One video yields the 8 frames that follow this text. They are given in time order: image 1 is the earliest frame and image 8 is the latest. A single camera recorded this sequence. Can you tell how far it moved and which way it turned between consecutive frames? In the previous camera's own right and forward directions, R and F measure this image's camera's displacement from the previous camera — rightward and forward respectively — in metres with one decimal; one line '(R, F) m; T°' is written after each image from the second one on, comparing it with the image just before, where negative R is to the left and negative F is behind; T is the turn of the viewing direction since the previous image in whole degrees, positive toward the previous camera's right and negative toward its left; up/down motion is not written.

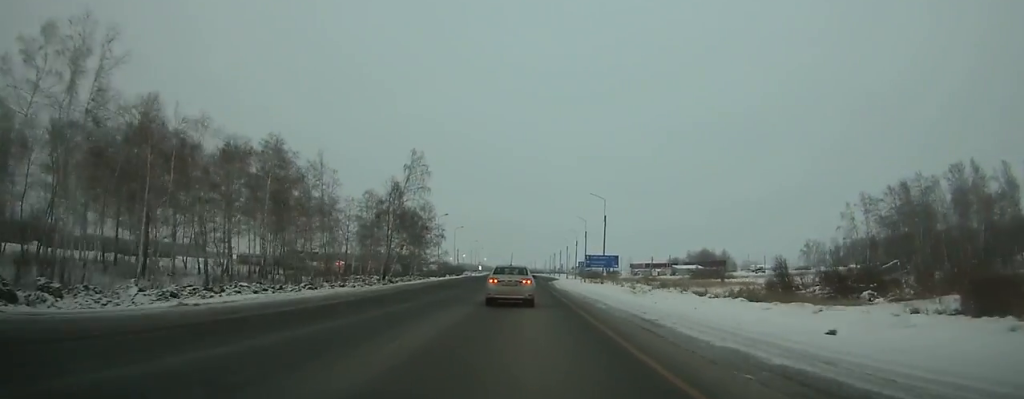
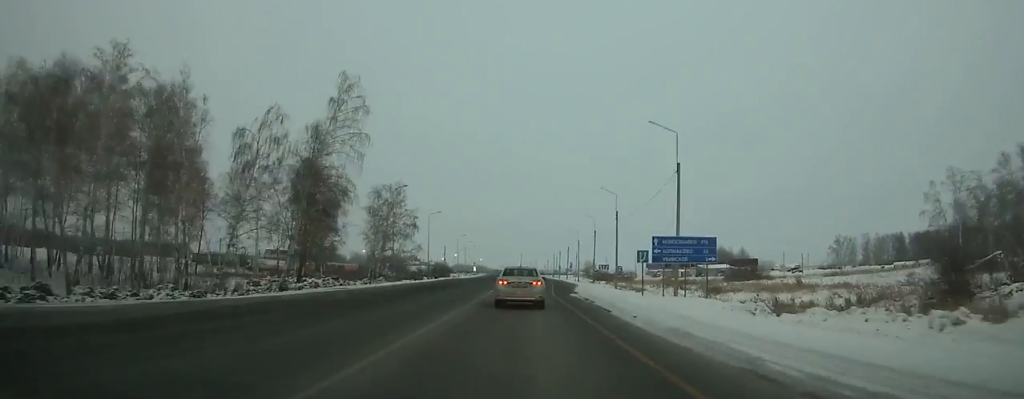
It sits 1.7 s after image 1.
(0.0, +35.8) m; 0°
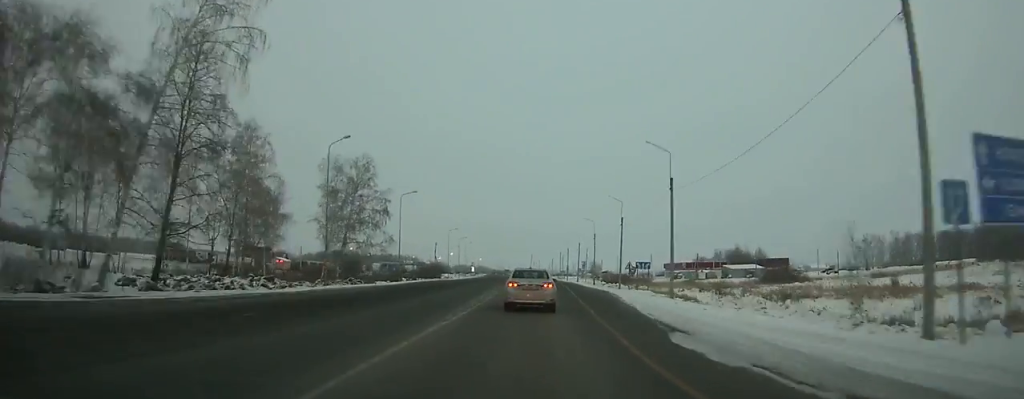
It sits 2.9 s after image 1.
(-0.1, +24.0) m; 0°
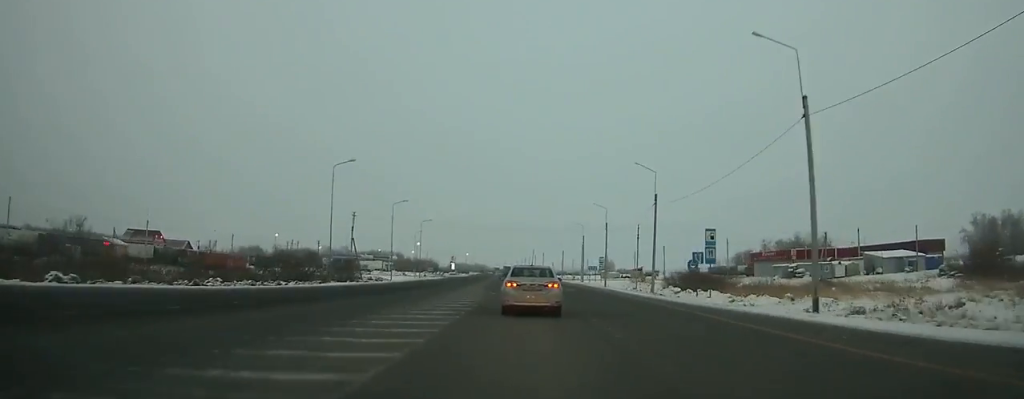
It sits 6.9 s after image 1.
(-0.2, +77.5) m; -1°
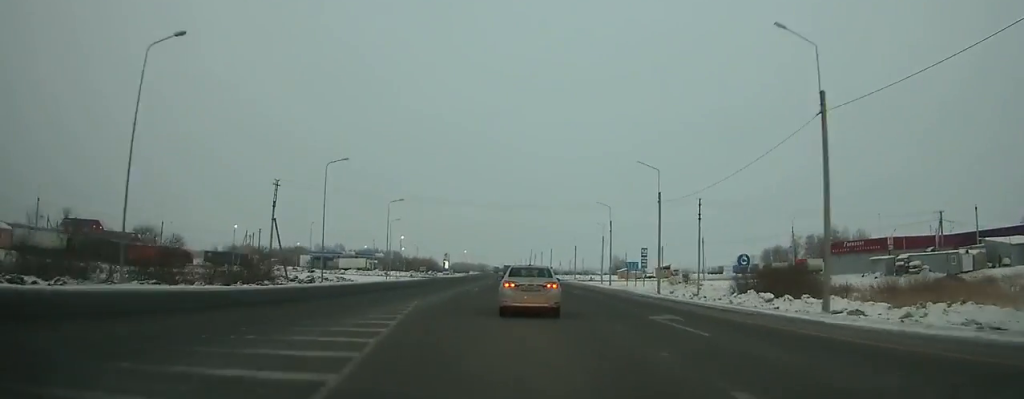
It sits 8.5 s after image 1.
(-0.2, +29.5) m; -1°
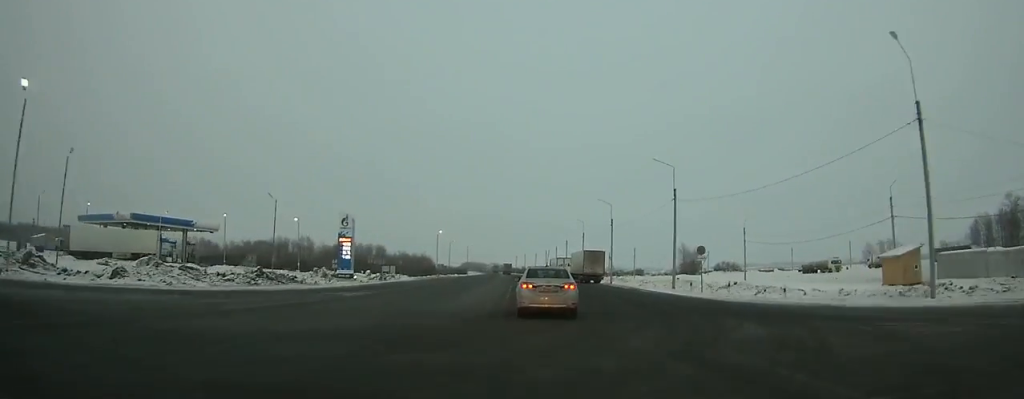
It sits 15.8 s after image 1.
(-1.6, +126.7) m; -1°
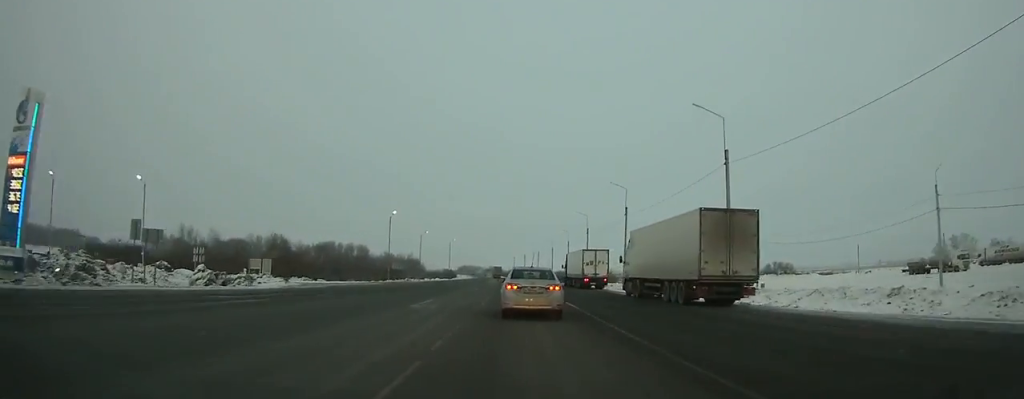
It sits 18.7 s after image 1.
(-0.1, +48.2) m; -1°
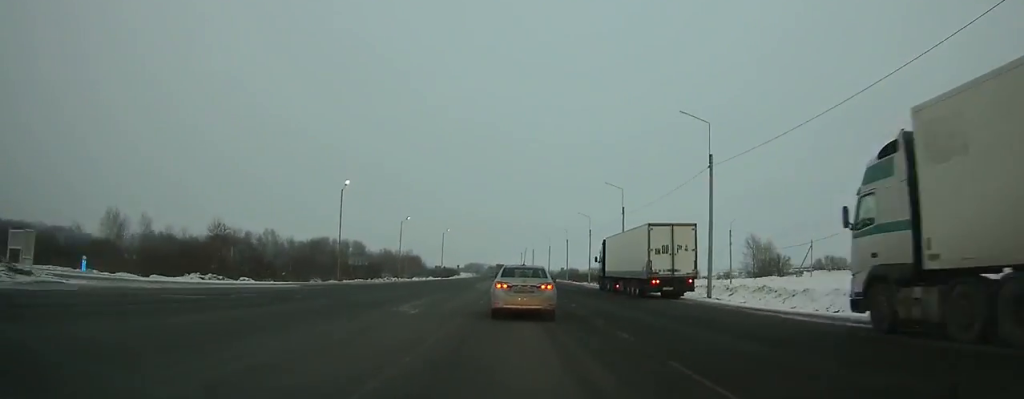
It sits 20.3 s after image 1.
(-0.1, +26.5) m; -1°
